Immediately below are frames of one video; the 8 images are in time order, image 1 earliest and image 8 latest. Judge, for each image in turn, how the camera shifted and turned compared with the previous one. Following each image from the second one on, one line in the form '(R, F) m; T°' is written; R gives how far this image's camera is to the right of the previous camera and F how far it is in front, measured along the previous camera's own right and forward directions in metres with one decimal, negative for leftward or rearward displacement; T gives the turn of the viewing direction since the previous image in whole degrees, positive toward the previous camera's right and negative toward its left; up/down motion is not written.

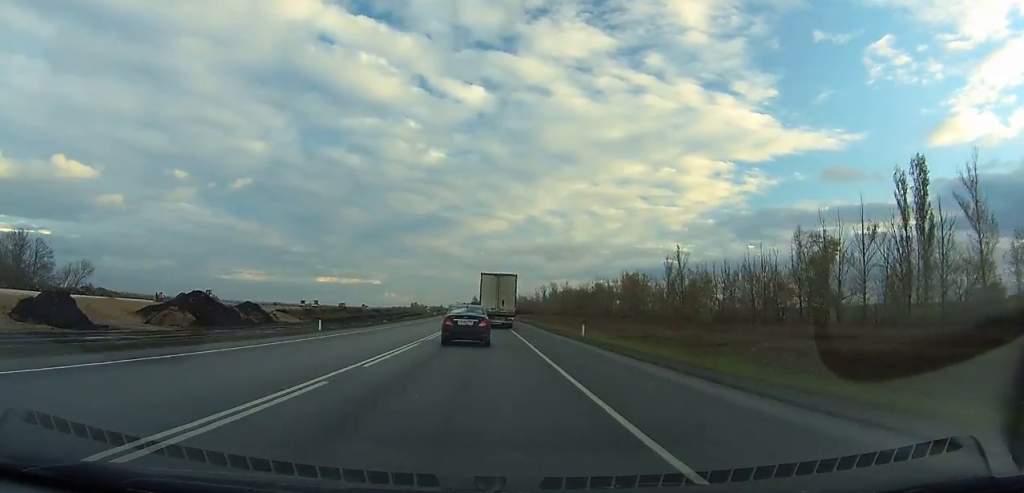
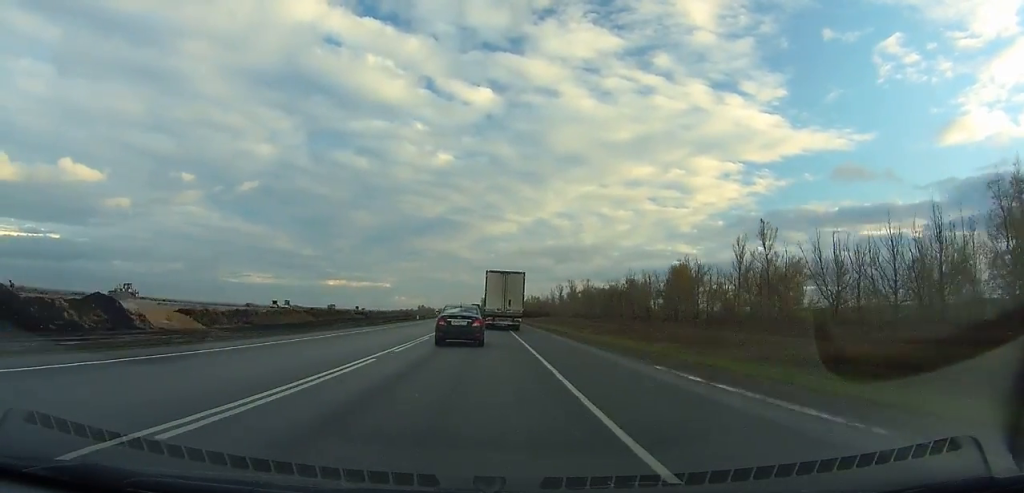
(-0.1, +42.1) m; -1°
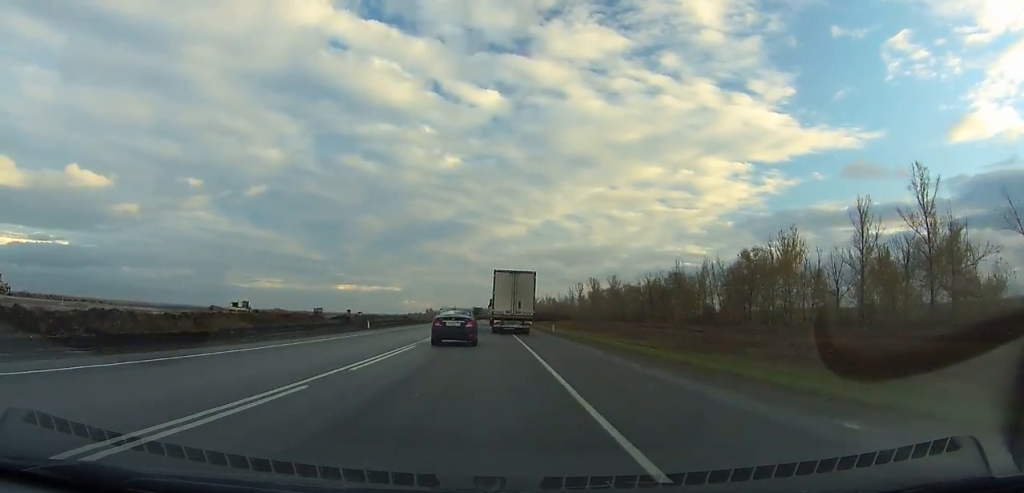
(-0.1, +41.5) m; -1°
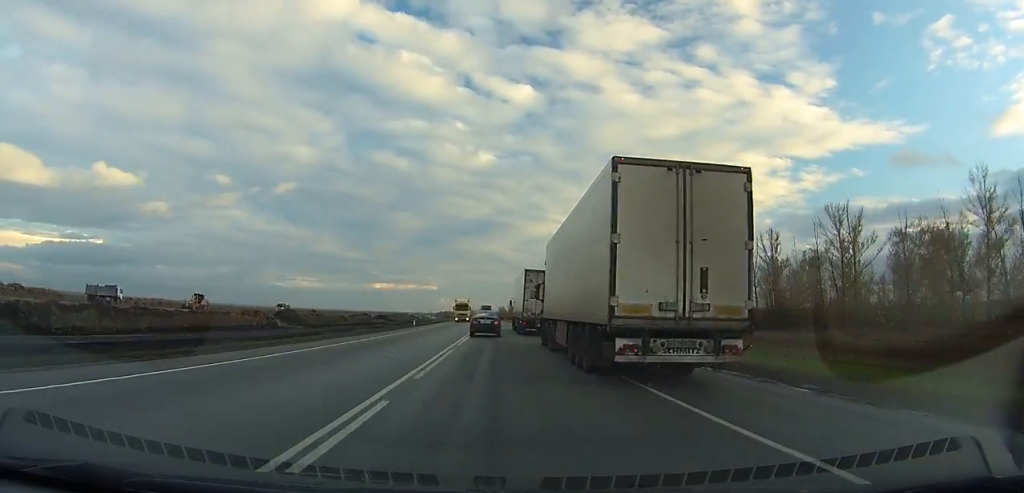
(-6.6, +186.3) m; -4°
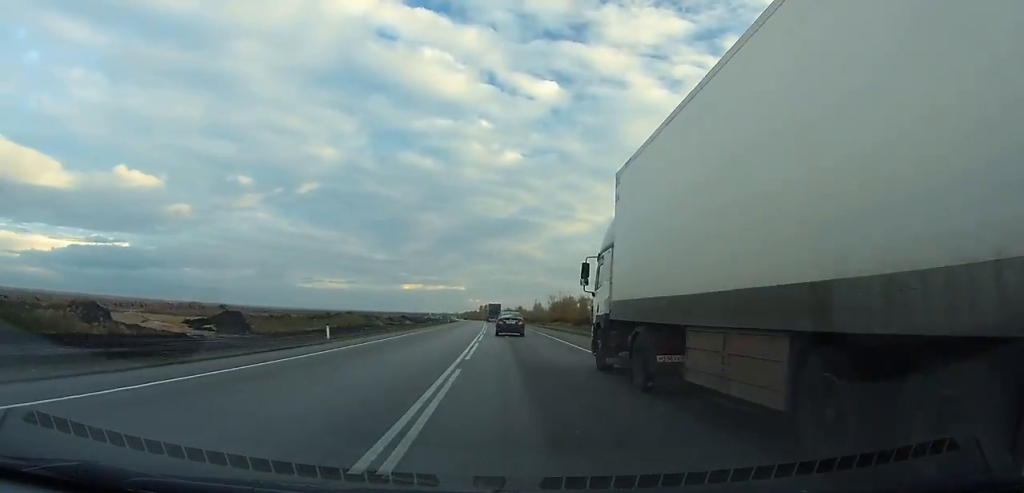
(-3.5, +143.7) m; -3°
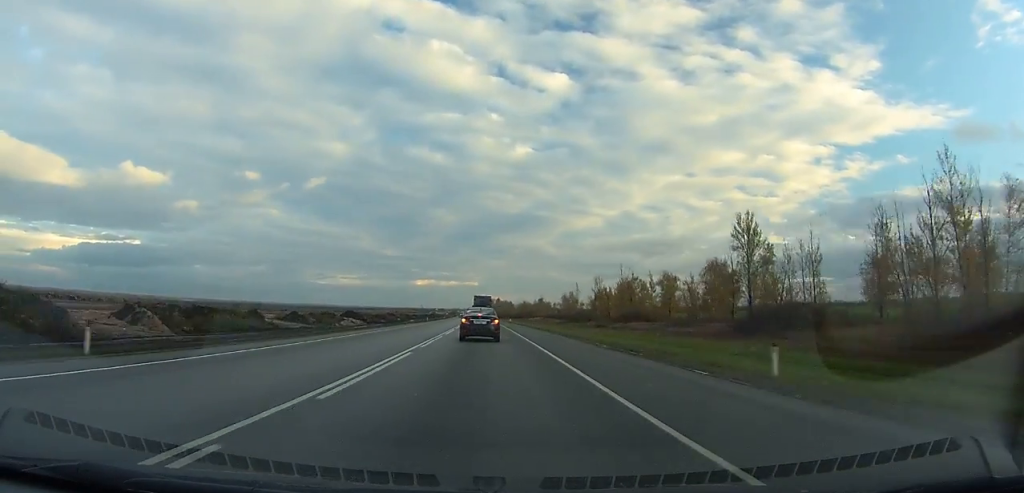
(-1.5, +112.9) m; -2°
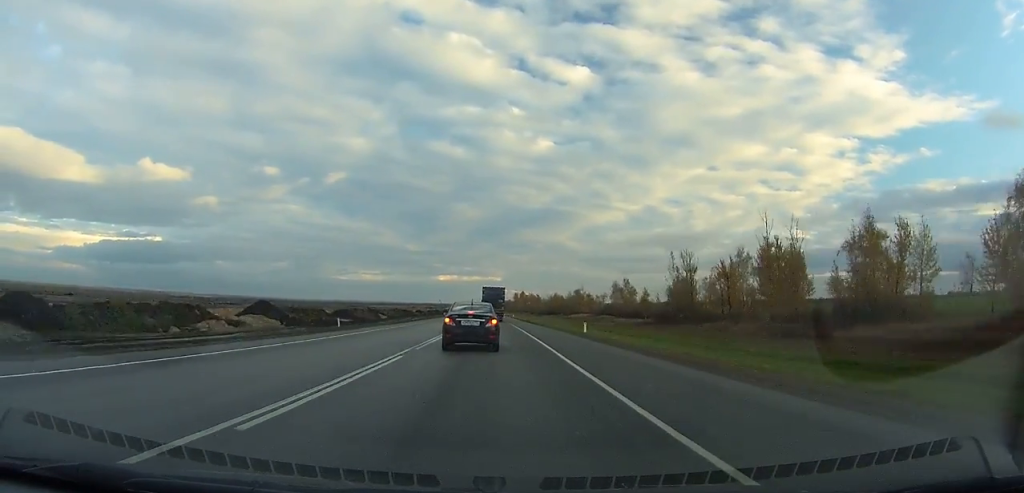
(-1.0, +70.7) m; -1°
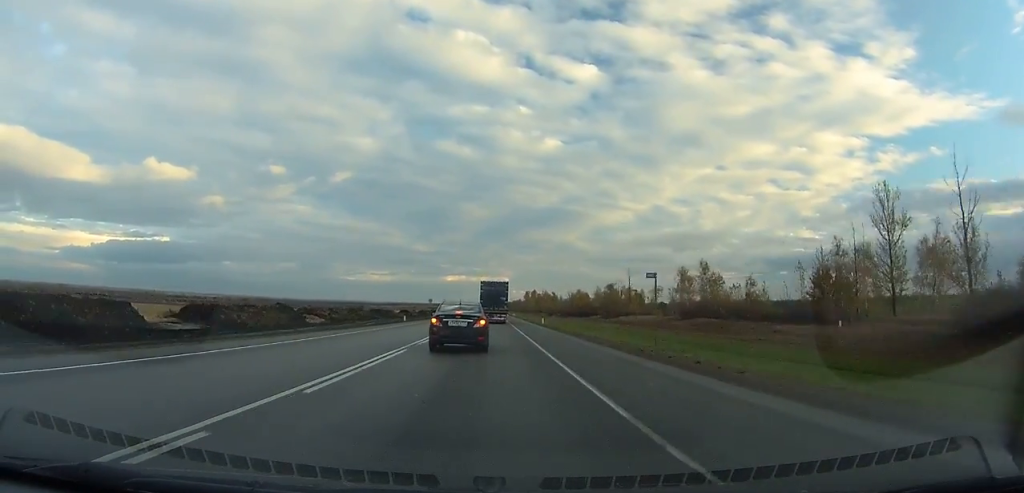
(-1.0, +72.5) m; -1°
